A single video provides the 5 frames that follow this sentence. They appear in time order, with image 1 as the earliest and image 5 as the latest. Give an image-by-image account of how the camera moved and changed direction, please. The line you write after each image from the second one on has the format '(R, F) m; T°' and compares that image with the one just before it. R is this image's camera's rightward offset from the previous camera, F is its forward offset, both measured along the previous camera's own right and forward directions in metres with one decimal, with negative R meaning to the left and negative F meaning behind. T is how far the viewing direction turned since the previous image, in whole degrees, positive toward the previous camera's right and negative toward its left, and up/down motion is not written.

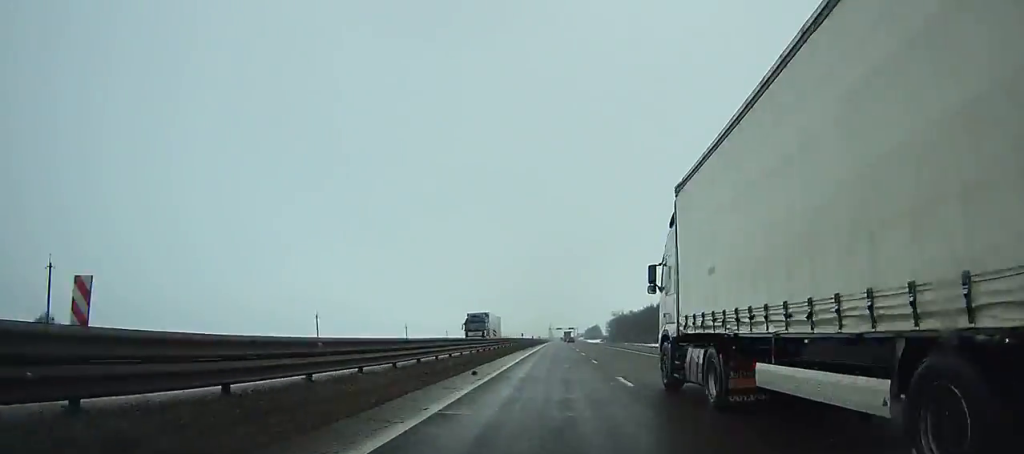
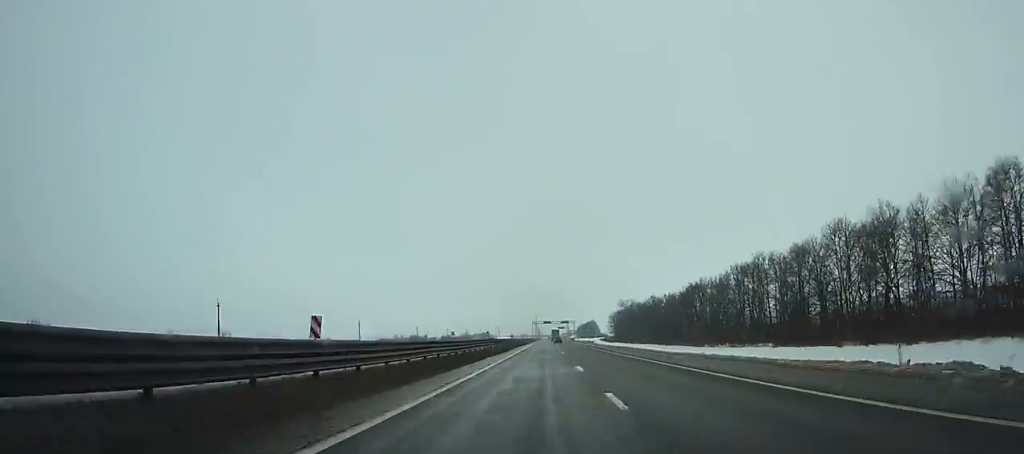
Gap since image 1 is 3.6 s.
(+0.8, +99.8) m; +1°
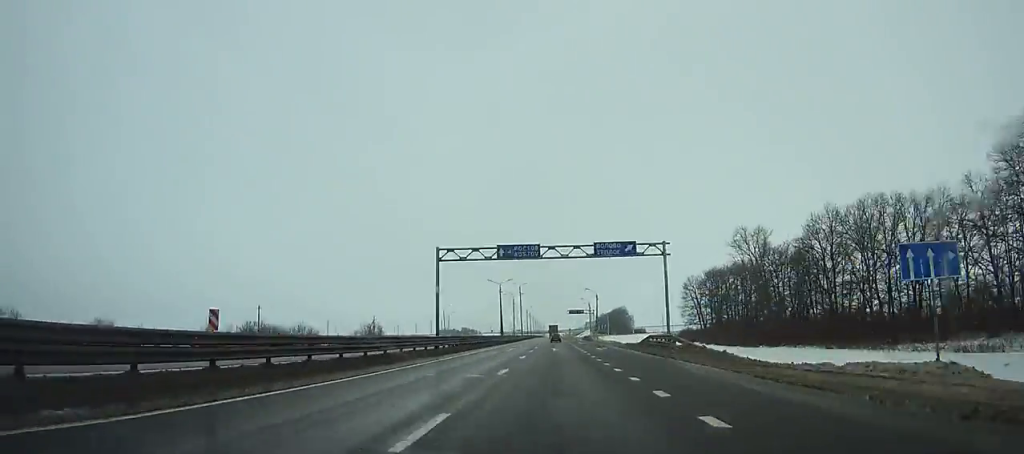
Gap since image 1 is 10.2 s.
(-0.5, +181.6) m; -1°
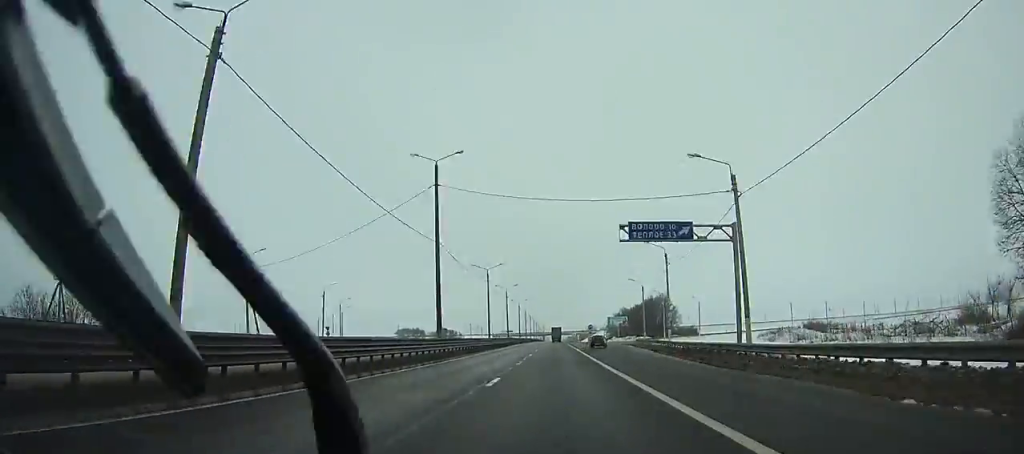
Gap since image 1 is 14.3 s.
(-0.5, +112.2) m; 0°
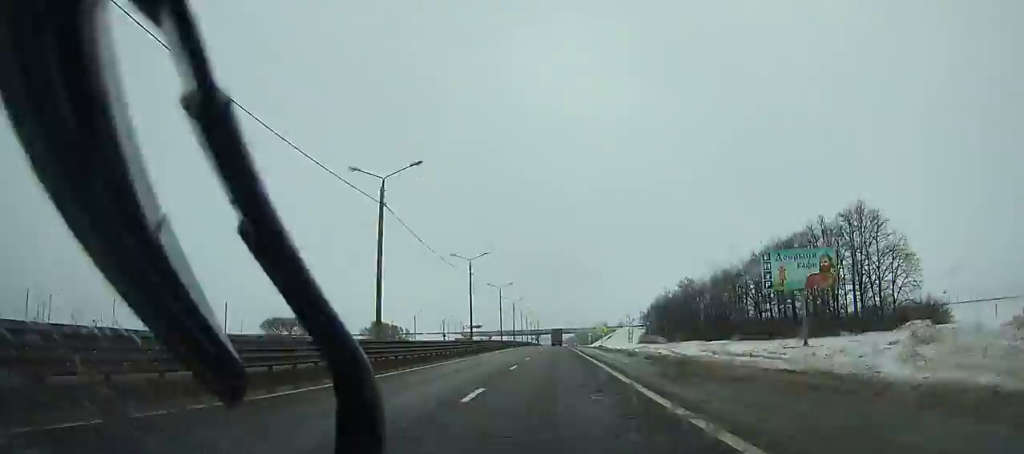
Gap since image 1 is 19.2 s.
(+0.3, +136.3) m; 0°
